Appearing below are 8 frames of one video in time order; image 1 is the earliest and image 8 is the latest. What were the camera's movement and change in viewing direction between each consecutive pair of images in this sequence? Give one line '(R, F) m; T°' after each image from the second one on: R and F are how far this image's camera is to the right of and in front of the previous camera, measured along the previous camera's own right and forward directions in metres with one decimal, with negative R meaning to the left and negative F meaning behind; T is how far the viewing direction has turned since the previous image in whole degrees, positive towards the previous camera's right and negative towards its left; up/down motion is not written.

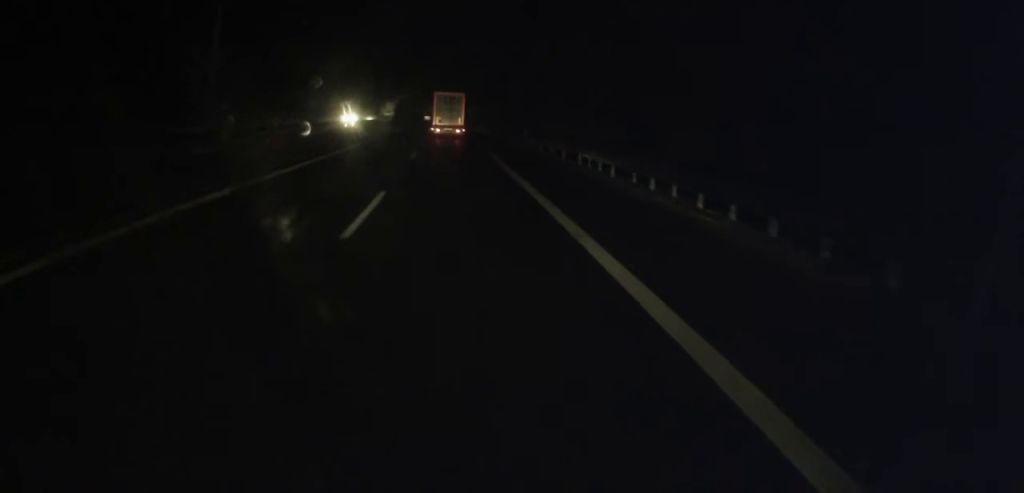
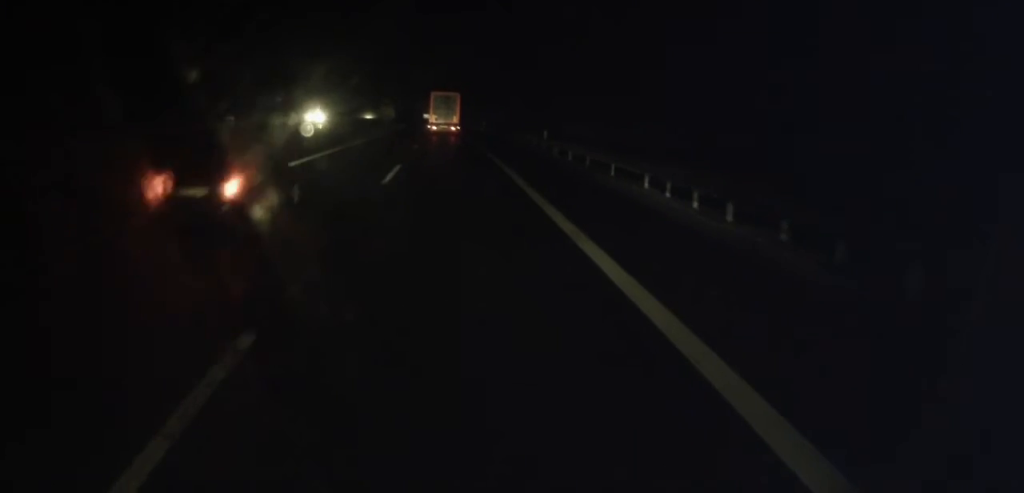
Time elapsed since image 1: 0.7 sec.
(-0.1, +10.6) m; 0°
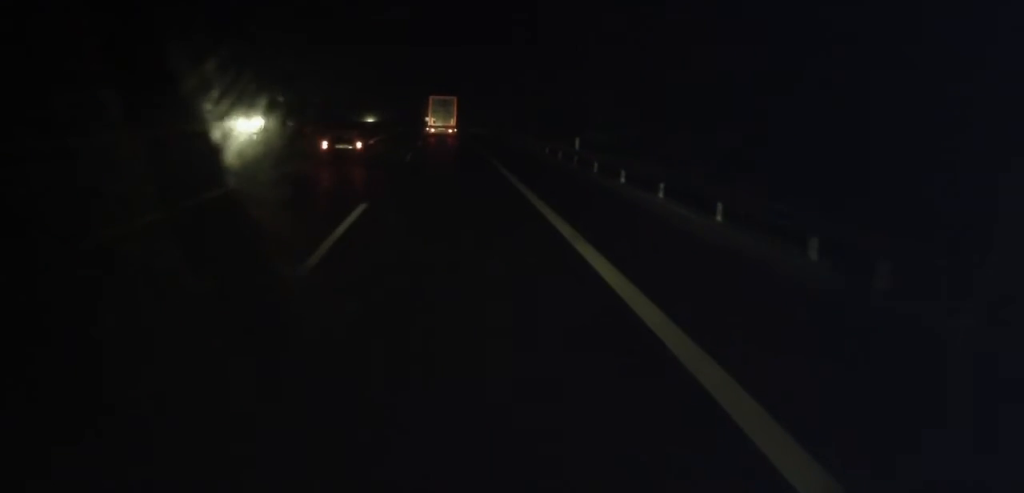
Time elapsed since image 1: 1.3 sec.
(+0.2, +9.5) m; 0°
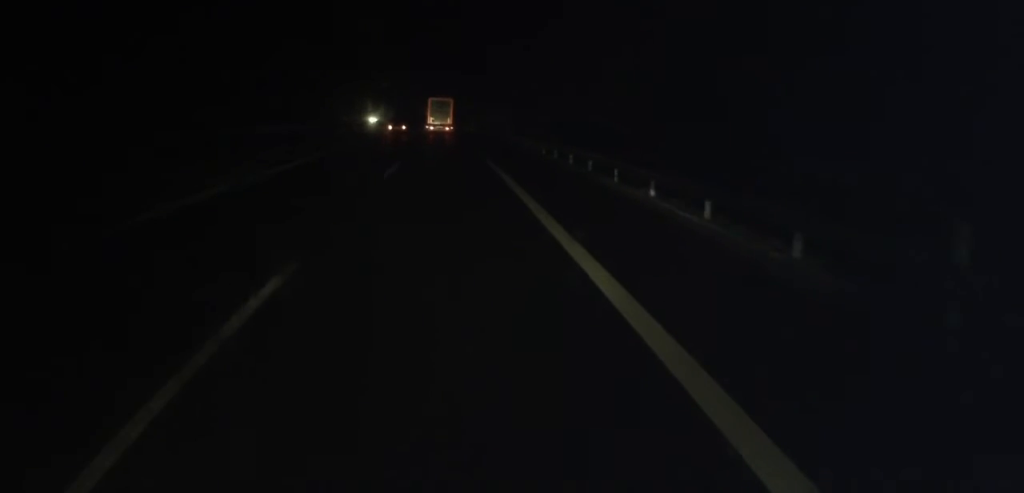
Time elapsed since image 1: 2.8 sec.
(0.0, +24.0) m; 0°
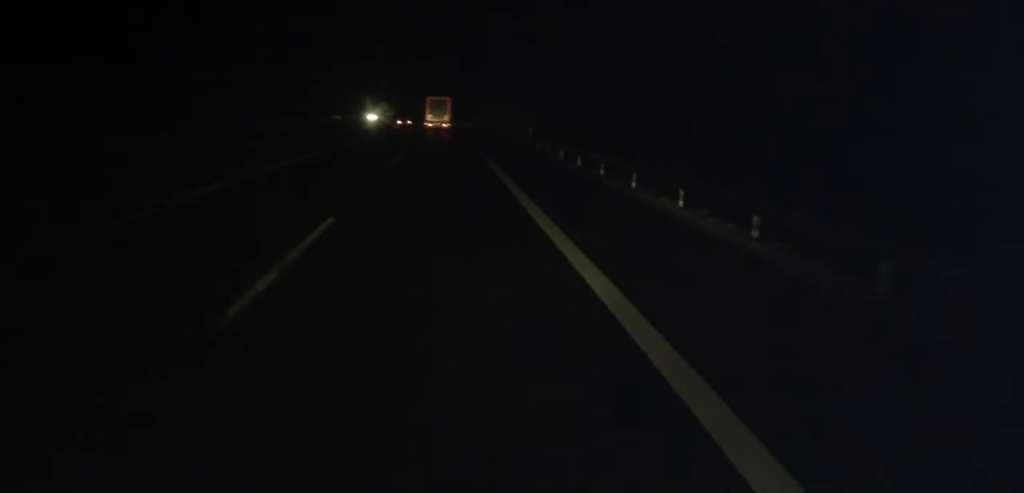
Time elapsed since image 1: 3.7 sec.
(+0.1, +14.7) m; -1°
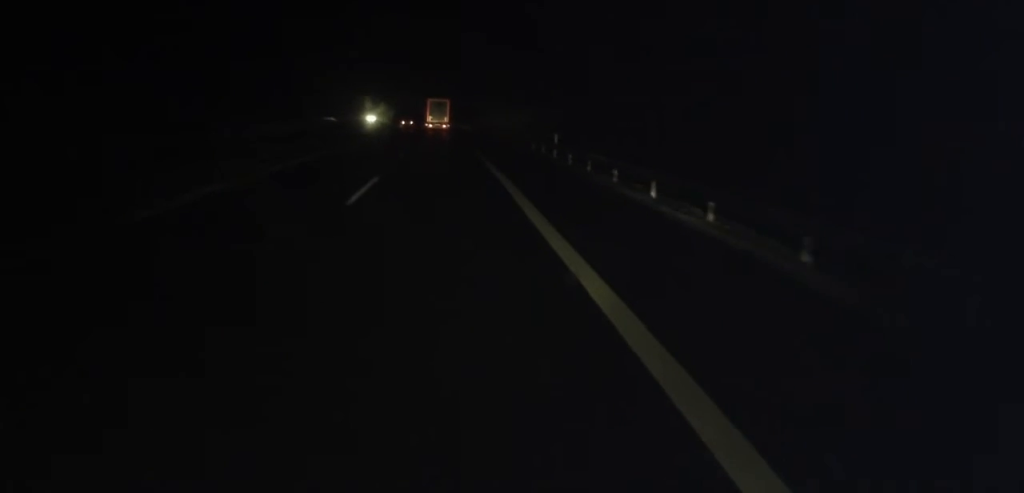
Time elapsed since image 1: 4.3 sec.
(-0.4, +10.0) m; 0°
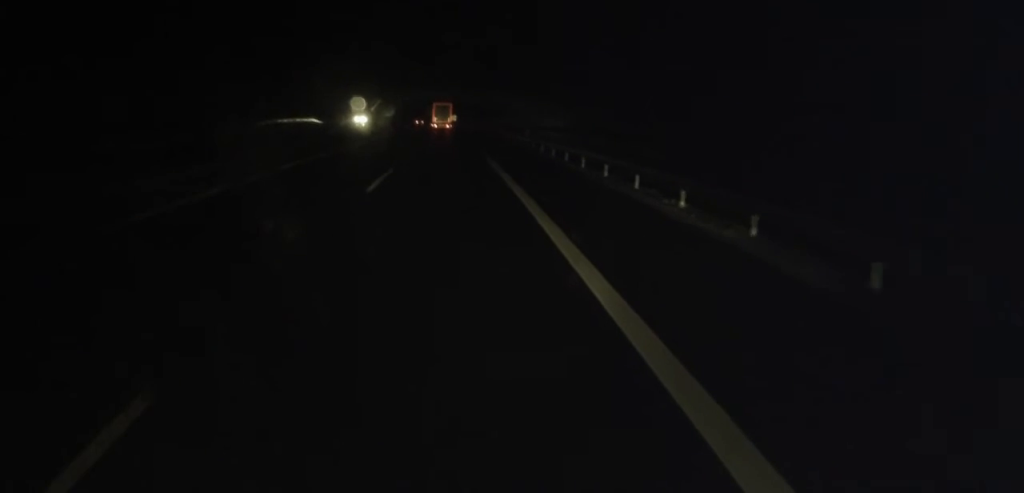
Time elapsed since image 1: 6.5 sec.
(+0.4, +34.0) m; +1°
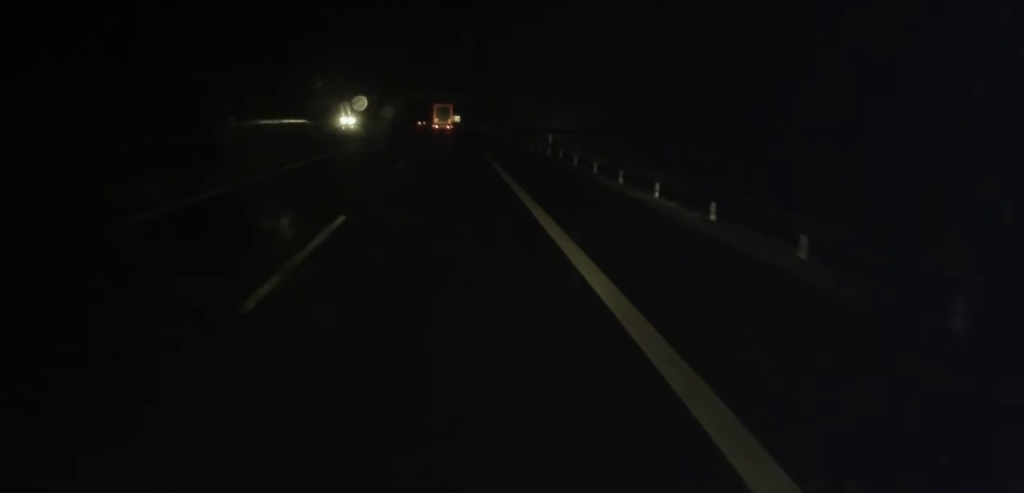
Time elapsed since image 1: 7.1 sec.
(+0.2, +9.9) m; -1°
